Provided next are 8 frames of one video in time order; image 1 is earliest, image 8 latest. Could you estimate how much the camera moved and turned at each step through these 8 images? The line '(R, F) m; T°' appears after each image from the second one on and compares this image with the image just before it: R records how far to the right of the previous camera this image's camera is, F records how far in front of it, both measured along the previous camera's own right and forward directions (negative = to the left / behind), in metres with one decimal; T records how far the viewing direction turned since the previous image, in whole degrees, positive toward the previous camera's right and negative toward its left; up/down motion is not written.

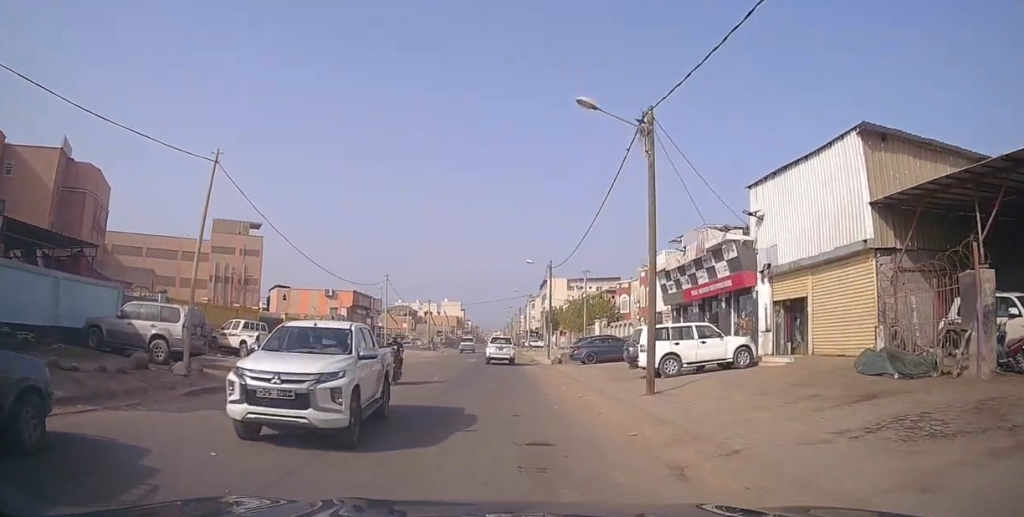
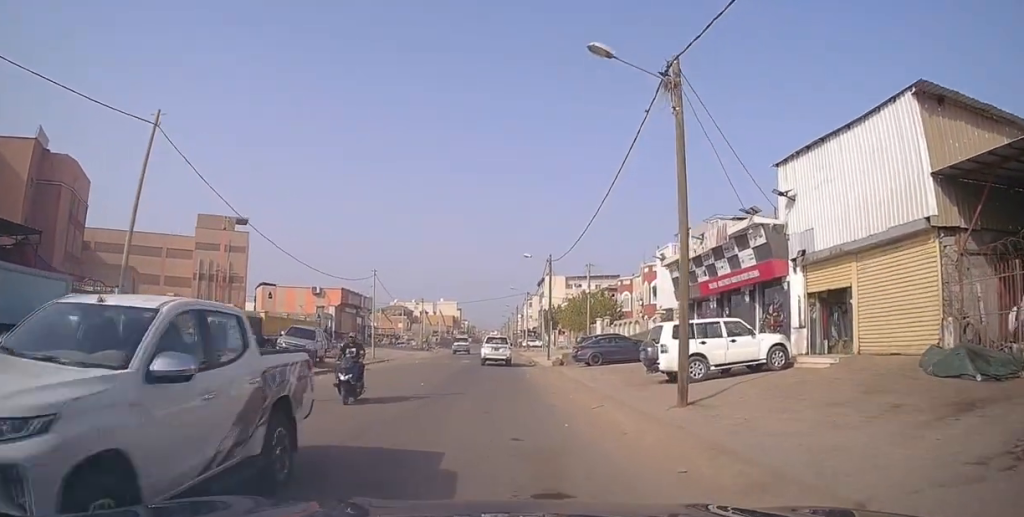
(0.0, +2.9) m; 0°
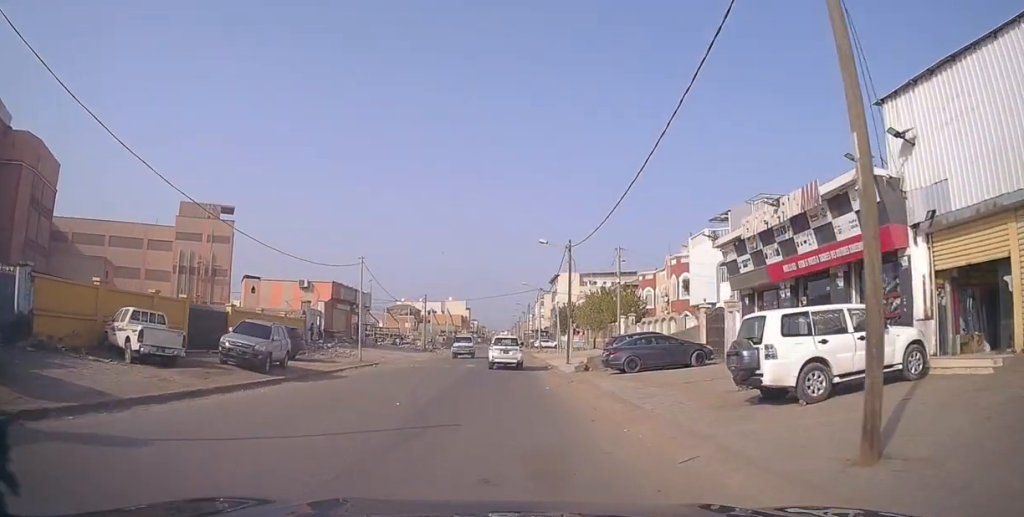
(0.0, +6.1) m; +1°
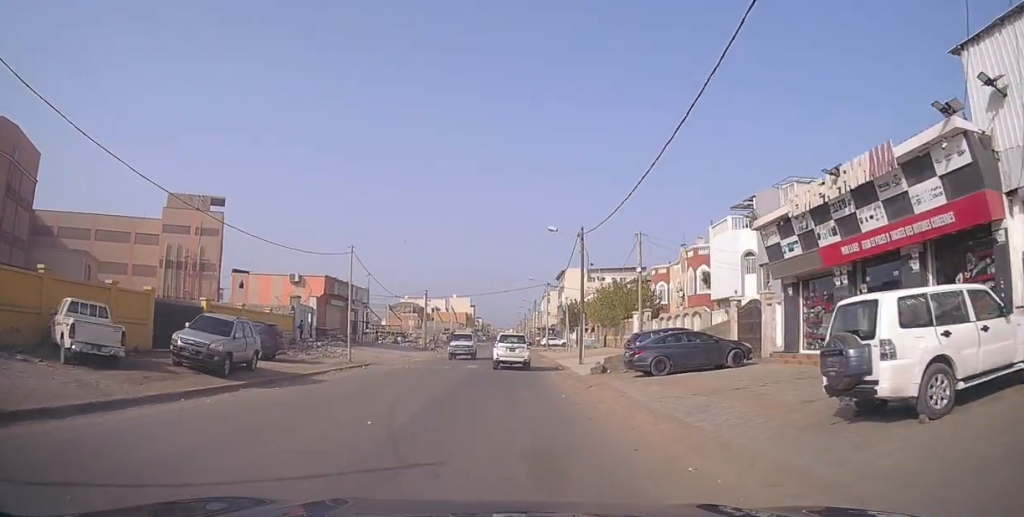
(0.0, +3.5) m; +1°
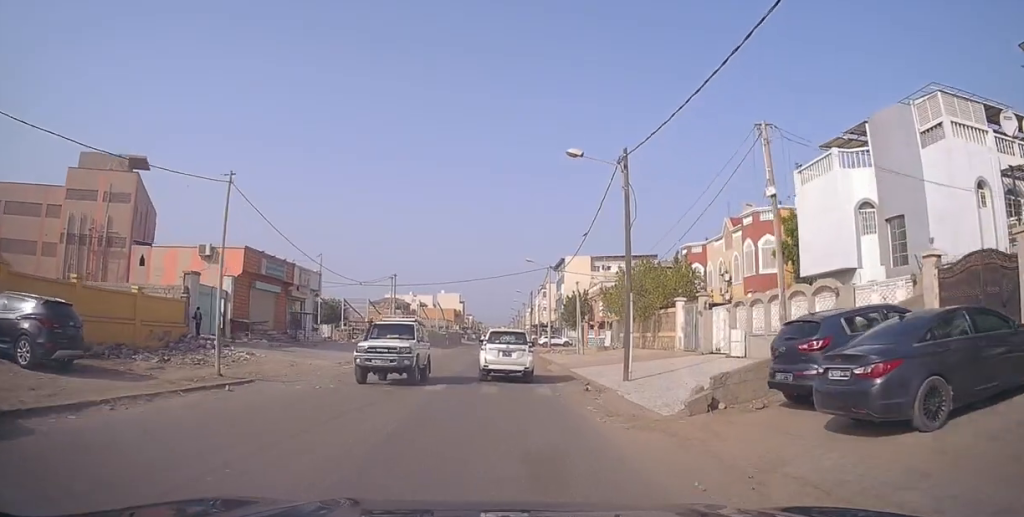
(-0.5, +13.7) m; -3°
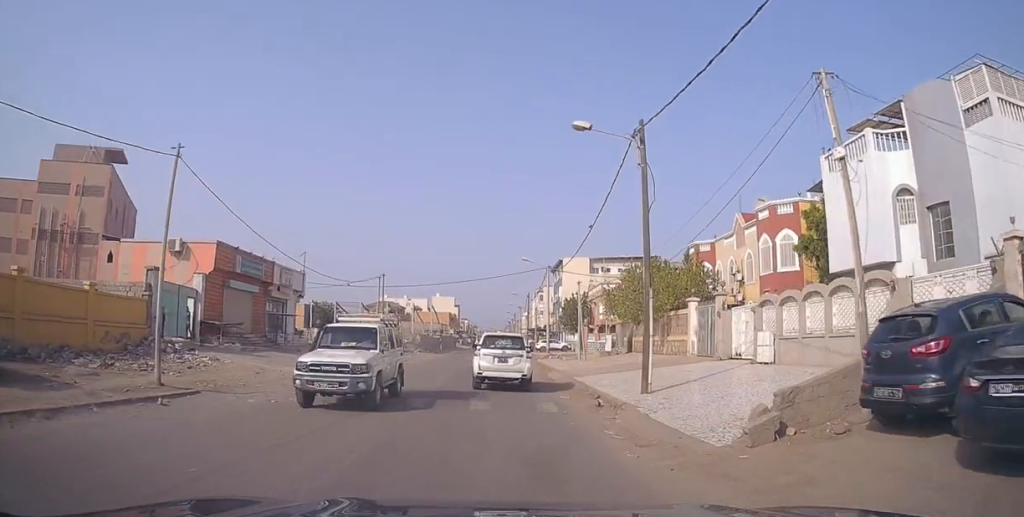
(+0.1, +3.0) m; +1°
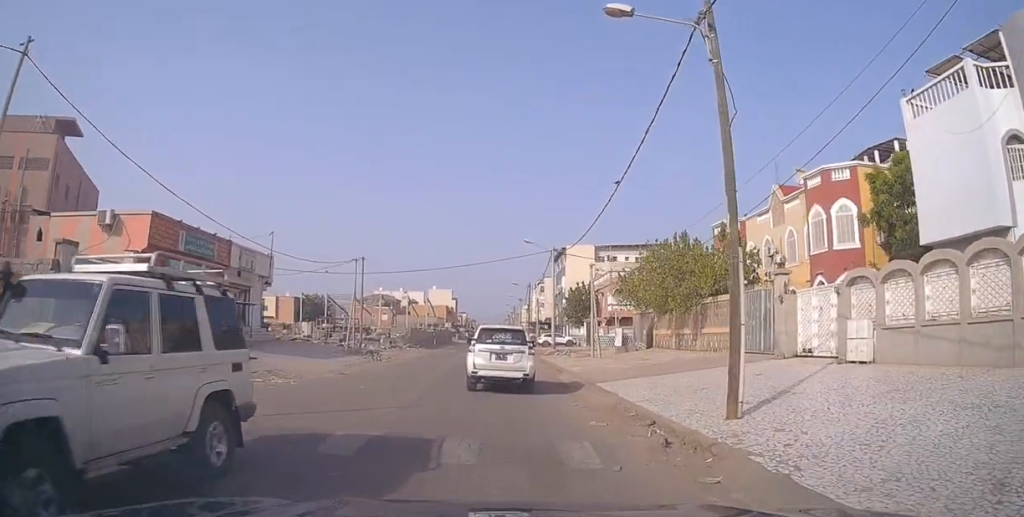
(+0.2, +6.2) m; 0°
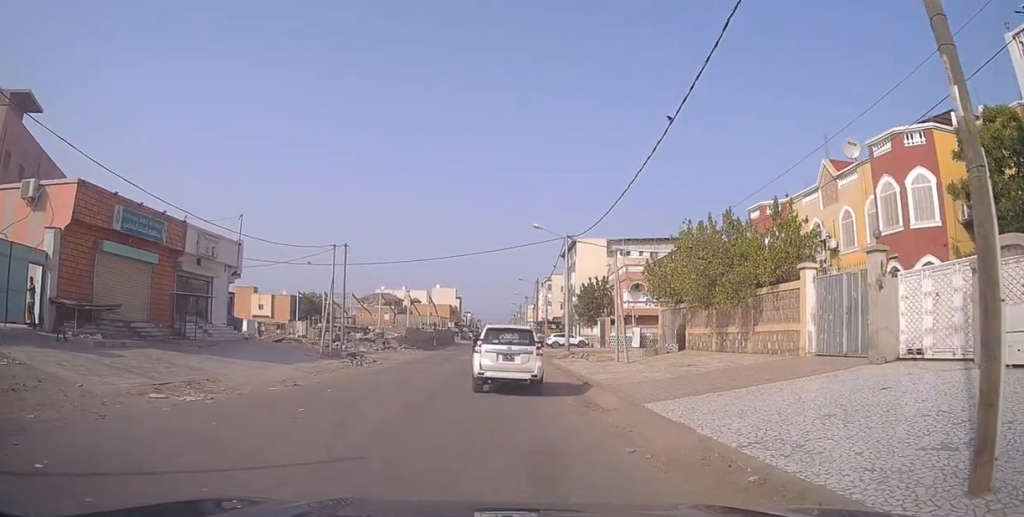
(-0.2, +5.9) m; -3°
